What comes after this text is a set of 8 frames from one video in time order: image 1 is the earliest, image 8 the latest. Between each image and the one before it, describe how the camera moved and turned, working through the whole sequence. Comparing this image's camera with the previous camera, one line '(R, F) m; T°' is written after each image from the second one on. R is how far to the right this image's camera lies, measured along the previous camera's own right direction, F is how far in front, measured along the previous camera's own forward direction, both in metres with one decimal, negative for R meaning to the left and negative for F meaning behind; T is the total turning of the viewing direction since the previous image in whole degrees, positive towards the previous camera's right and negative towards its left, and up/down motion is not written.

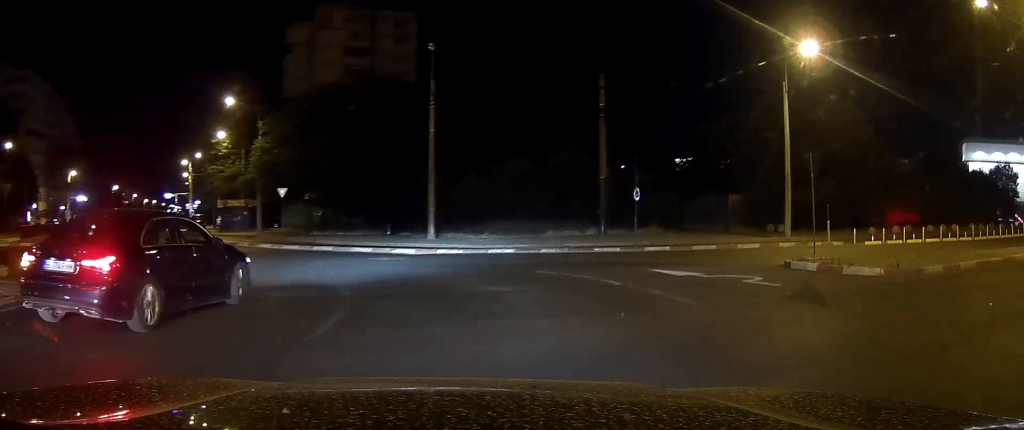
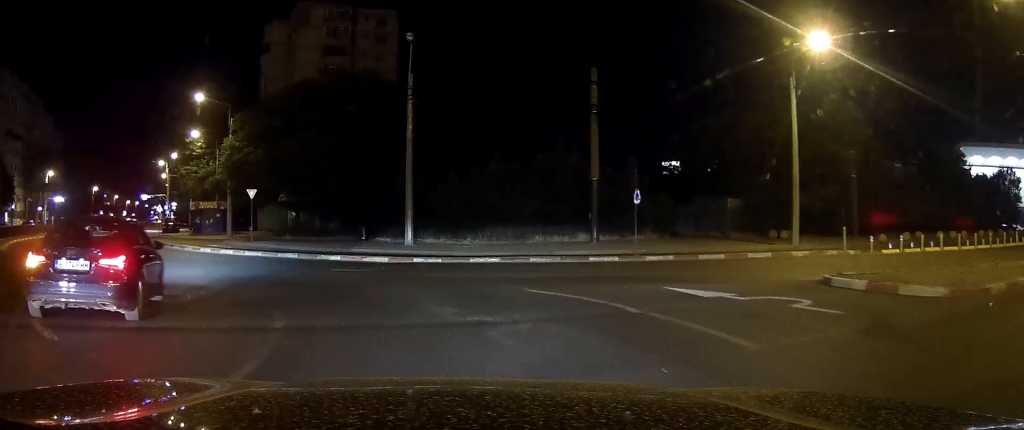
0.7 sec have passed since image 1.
(-0.1, +3.6) m; -6°
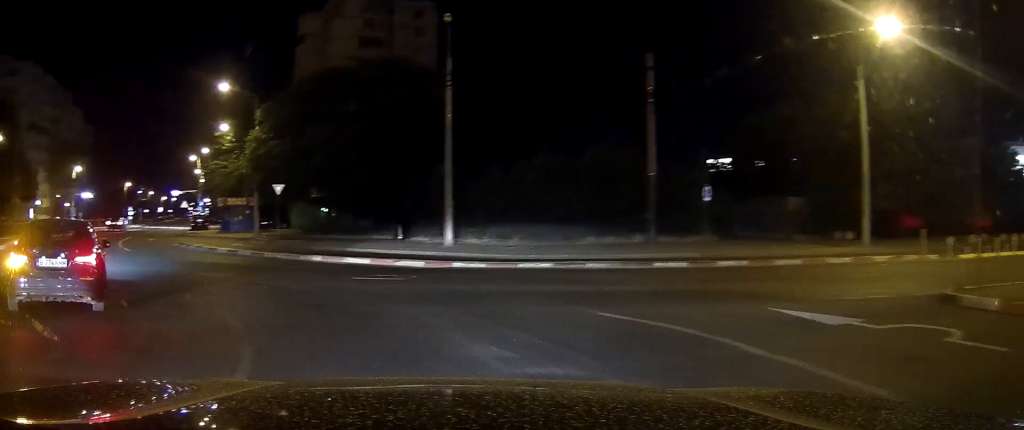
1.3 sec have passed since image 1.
(-0.2, +3.5) m; -5°
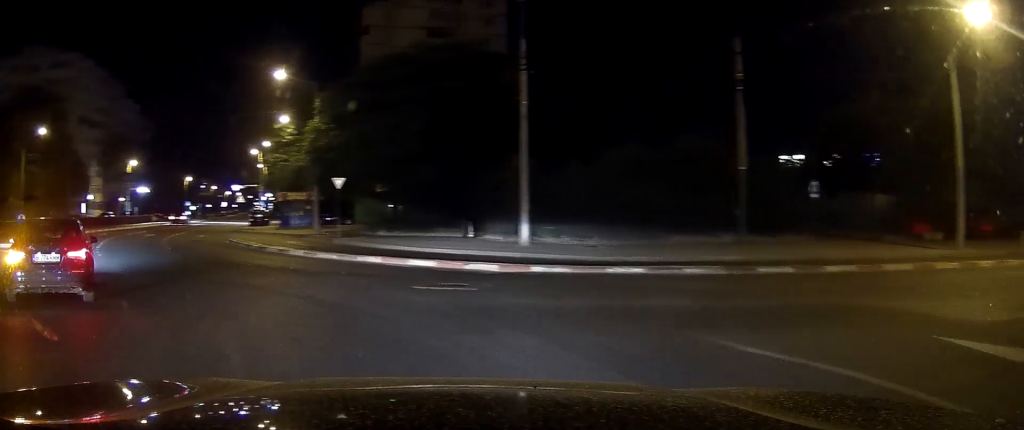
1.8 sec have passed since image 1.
(-0.2, +3.0) m; -3°
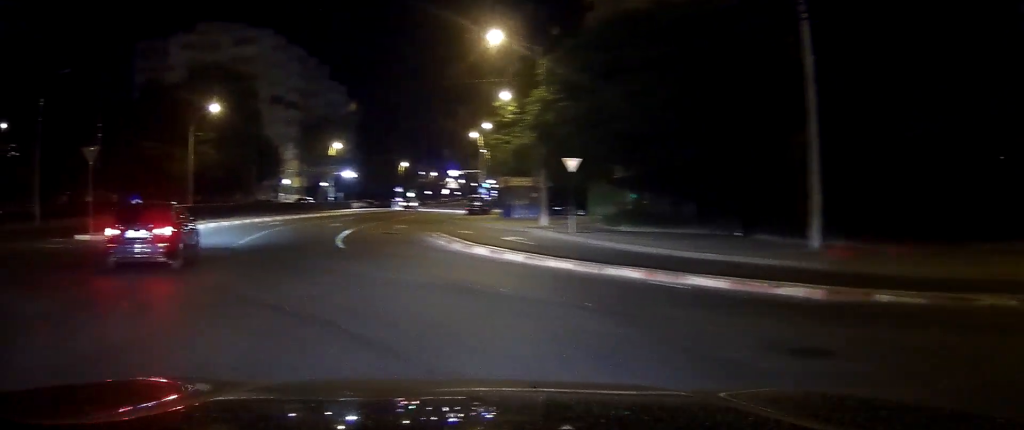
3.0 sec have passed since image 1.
(-0.4, +8.3) m; -16°
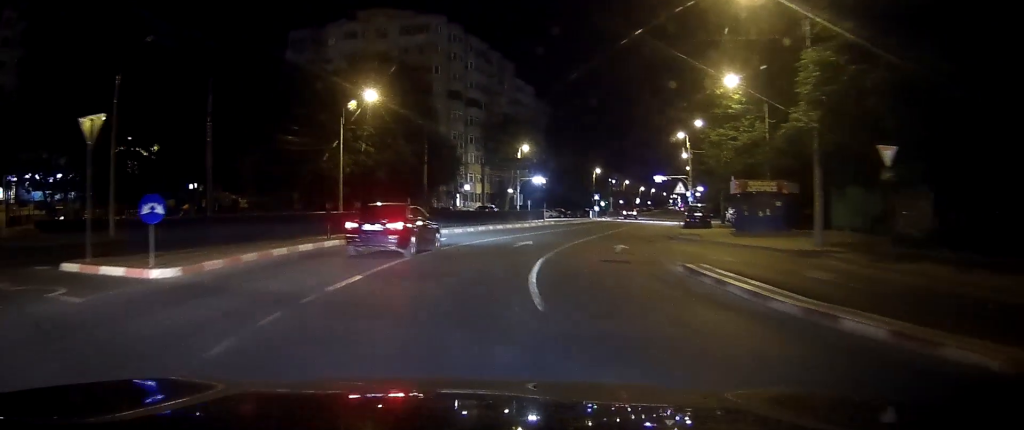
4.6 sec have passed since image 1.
(-2.6, +12.9) m; -10°
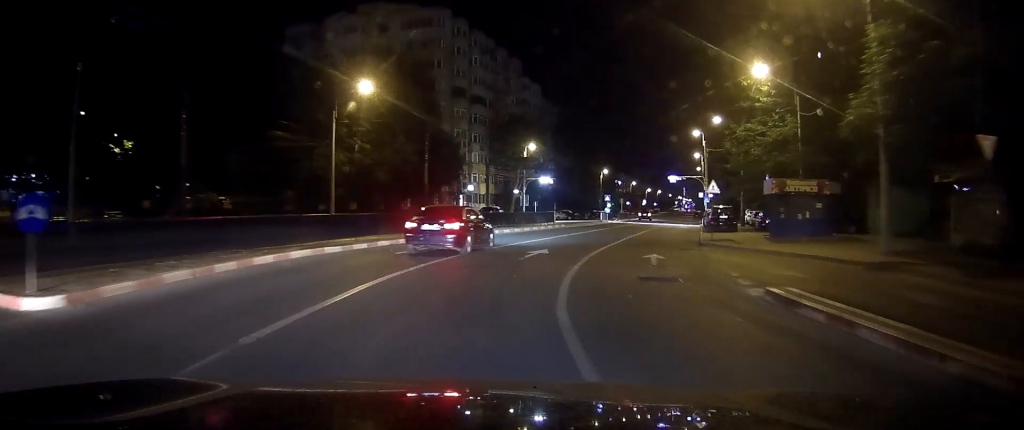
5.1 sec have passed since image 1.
(0.0, +5.0) m; +2°
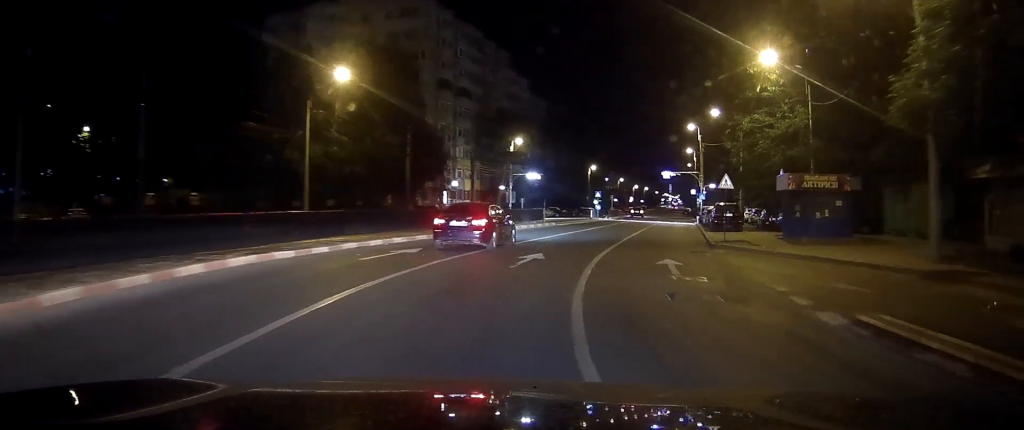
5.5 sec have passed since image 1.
(+0.1, +4.0) m; +3°
